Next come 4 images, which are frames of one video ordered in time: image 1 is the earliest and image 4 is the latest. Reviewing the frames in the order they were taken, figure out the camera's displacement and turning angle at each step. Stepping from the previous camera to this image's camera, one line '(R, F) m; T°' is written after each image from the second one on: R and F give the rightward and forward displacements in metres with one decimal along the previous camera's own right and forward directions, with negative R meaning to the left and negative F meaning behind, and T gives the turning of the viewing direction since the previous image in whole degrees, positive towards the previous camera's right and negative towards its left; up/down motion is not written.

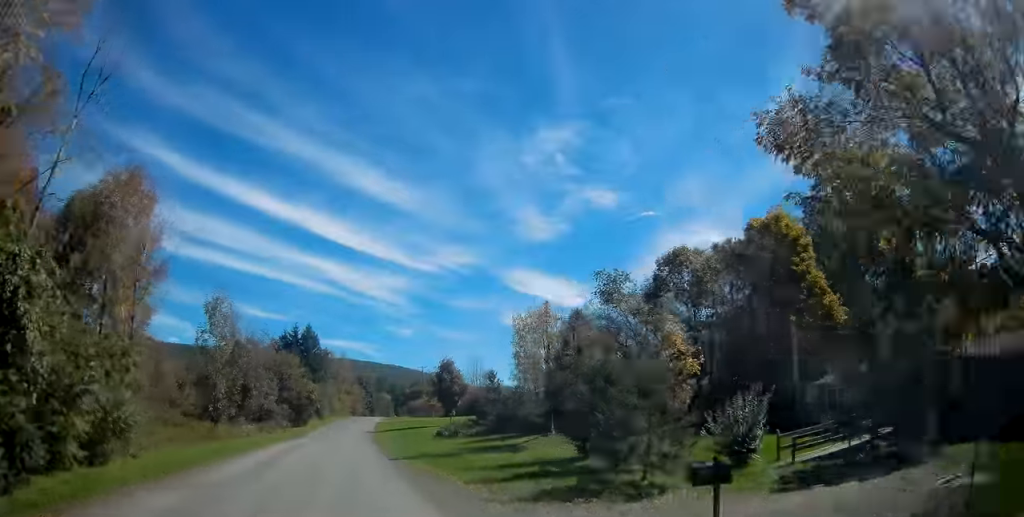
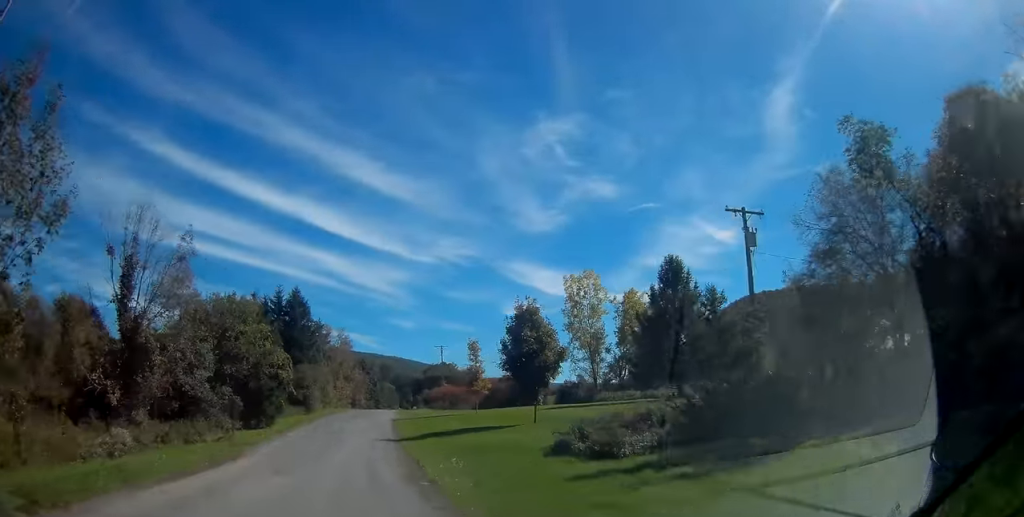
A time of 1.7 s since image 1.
(-0.4, +26.8) m; 0°
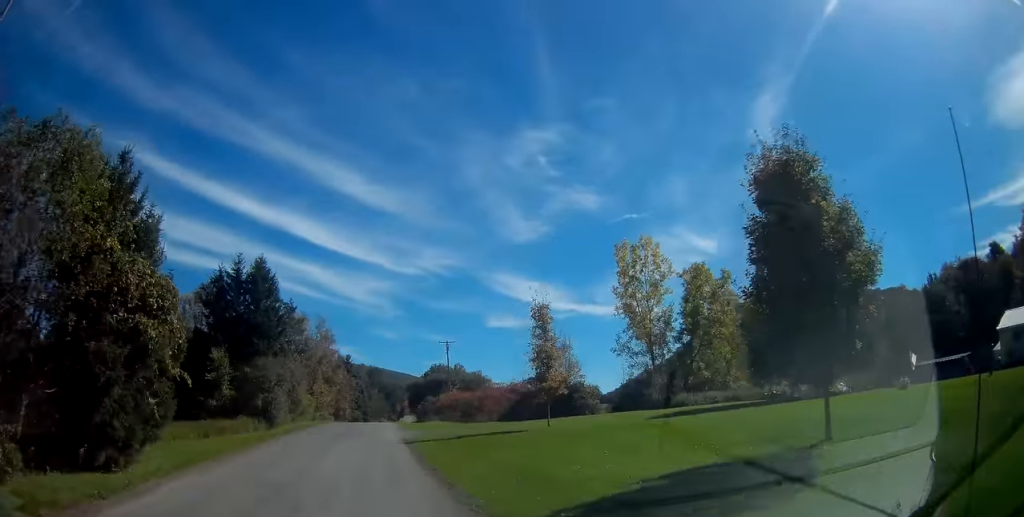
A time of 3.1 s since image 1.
(+0.4, +22.2) m; +2°
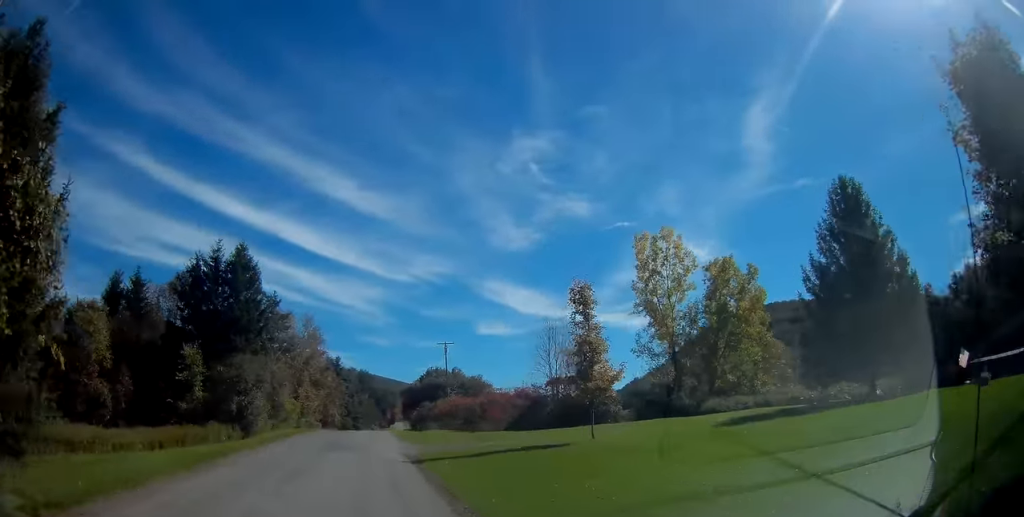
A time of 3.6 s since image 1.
(0.0, +7.0) m; 0°
